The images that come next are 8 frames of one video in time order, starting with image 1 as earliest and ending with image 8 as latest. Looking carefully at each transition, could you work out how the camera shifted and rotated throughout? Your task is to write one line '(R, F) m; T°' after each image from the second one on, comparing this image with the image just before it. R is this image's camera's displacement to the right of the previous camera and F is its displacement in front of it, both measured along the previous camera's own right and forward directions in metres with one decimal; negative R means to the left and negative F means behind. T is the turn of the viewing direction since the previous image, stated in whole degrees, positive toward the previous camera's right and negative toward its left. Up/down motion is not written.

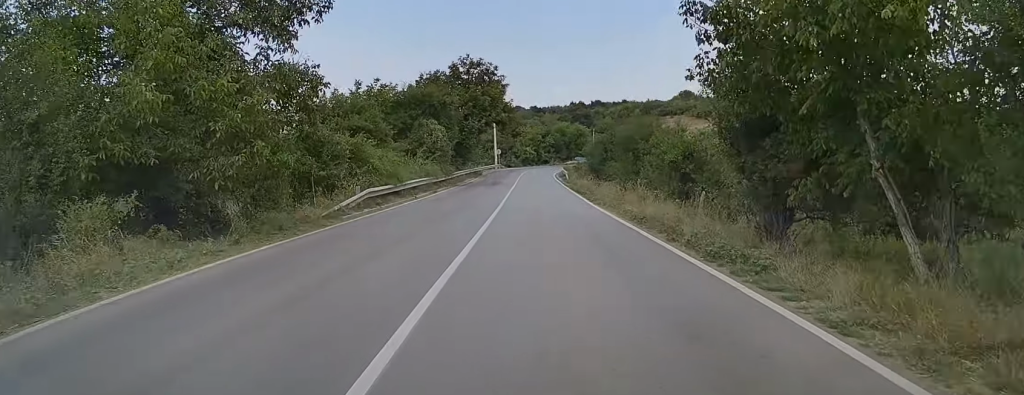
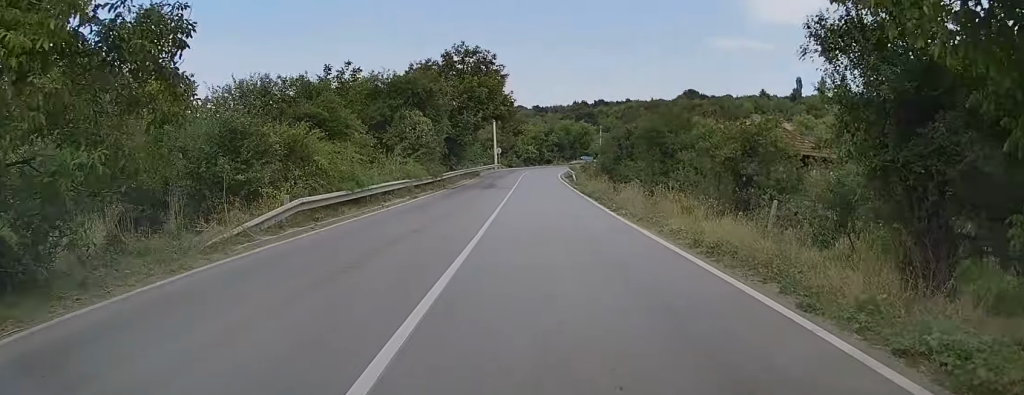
(0.0, +7.1) m; 0°
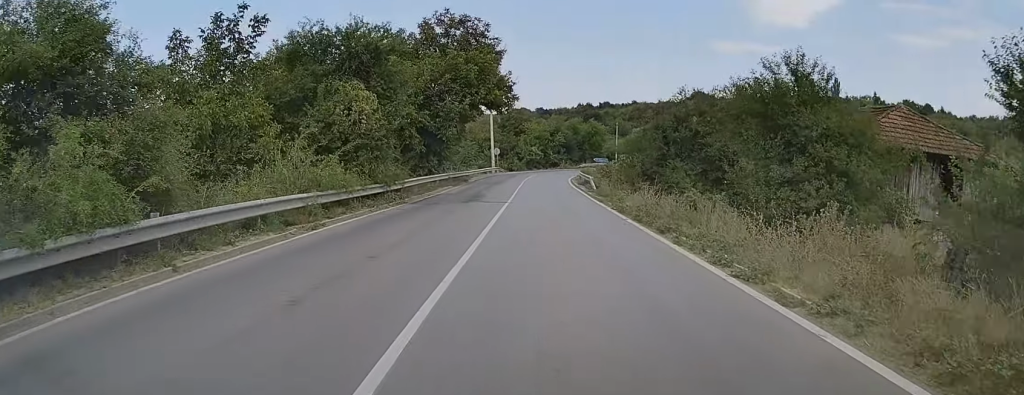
(0.0, +14.2) m; -2°
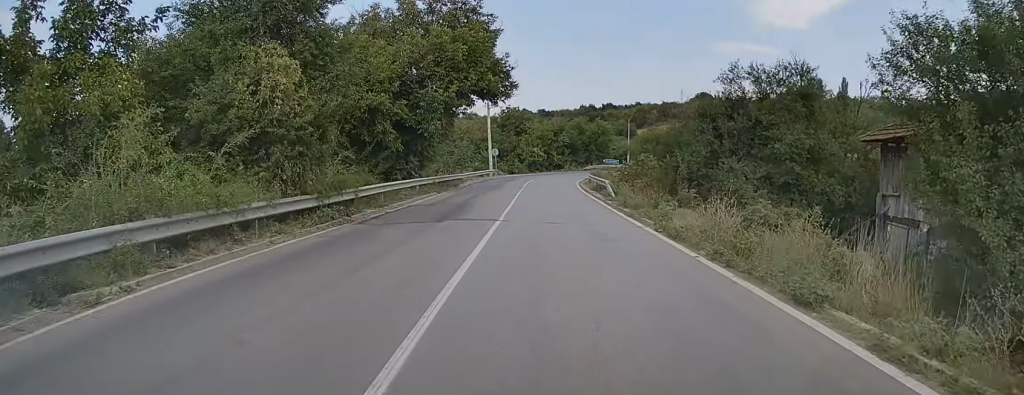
(-0.1, +8.2) m; -1°
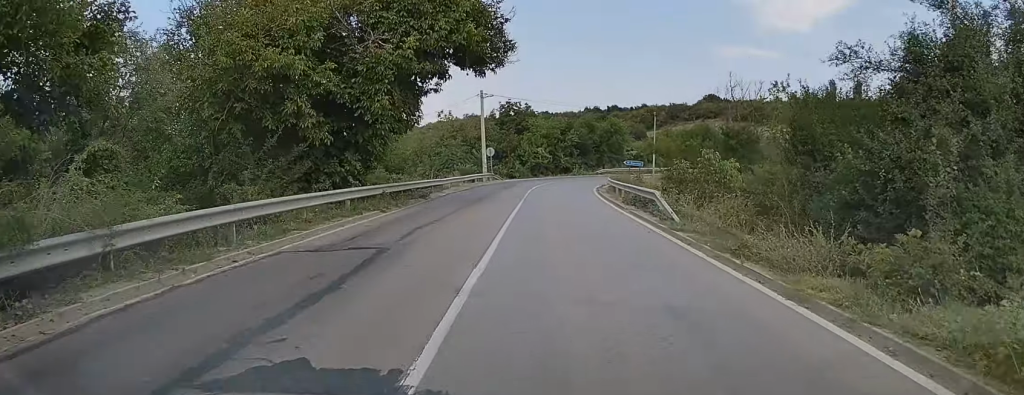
(-0.2, +13.3) m; +1°
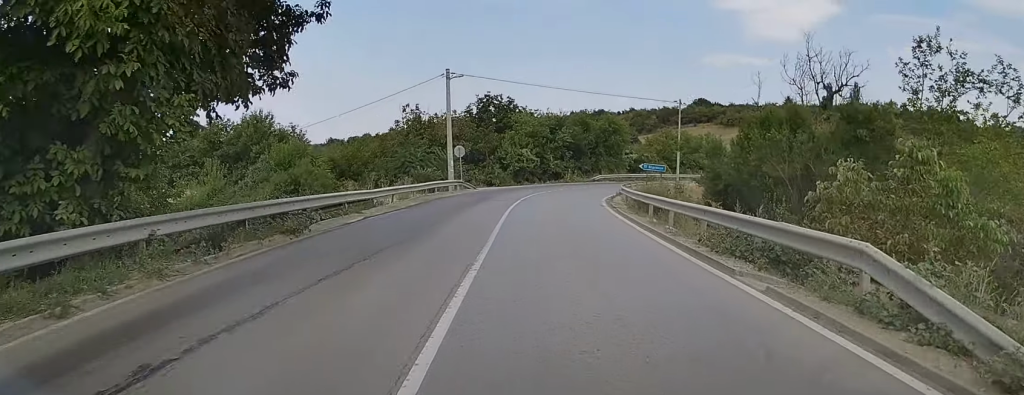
(+0.4, +14.8) m; +1°
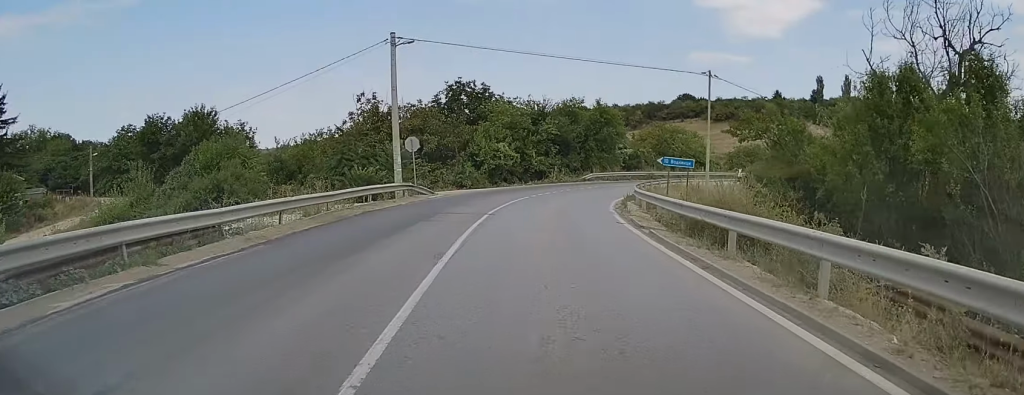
(0.0, +11.6) m; 0°
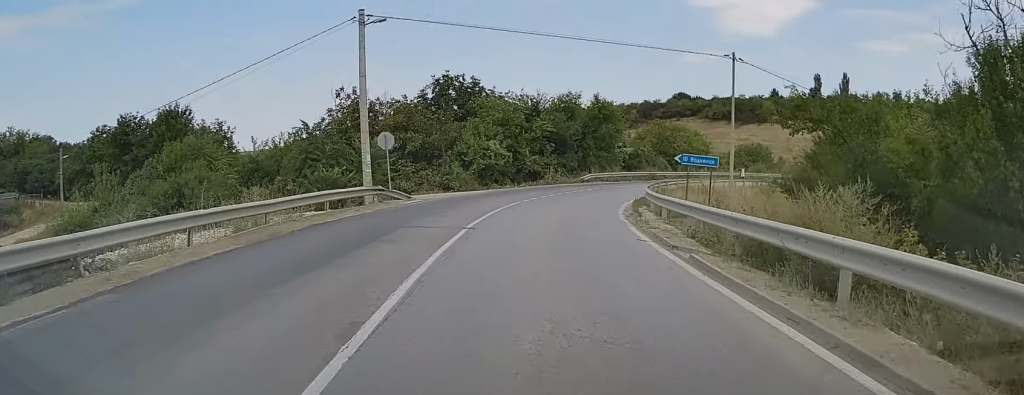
(0.0, +4.8) m; 0°
